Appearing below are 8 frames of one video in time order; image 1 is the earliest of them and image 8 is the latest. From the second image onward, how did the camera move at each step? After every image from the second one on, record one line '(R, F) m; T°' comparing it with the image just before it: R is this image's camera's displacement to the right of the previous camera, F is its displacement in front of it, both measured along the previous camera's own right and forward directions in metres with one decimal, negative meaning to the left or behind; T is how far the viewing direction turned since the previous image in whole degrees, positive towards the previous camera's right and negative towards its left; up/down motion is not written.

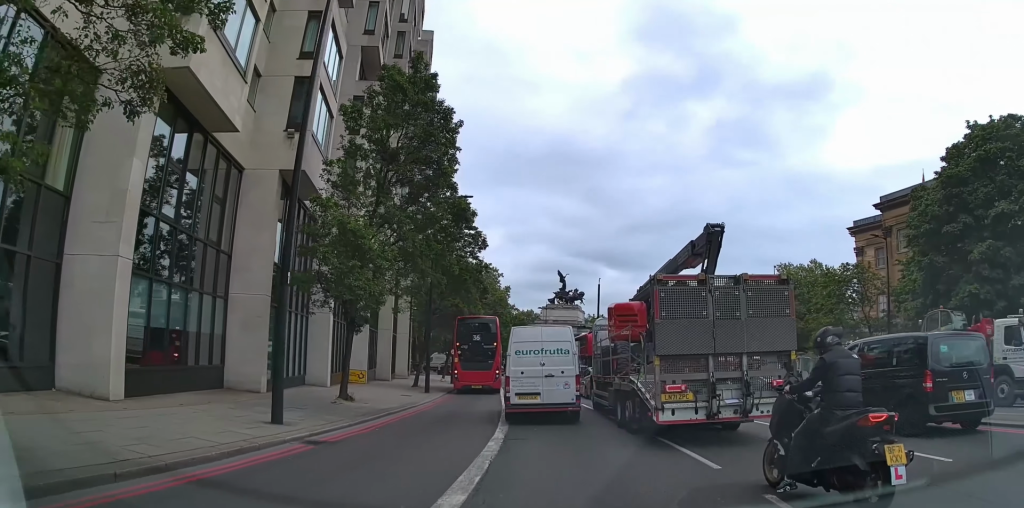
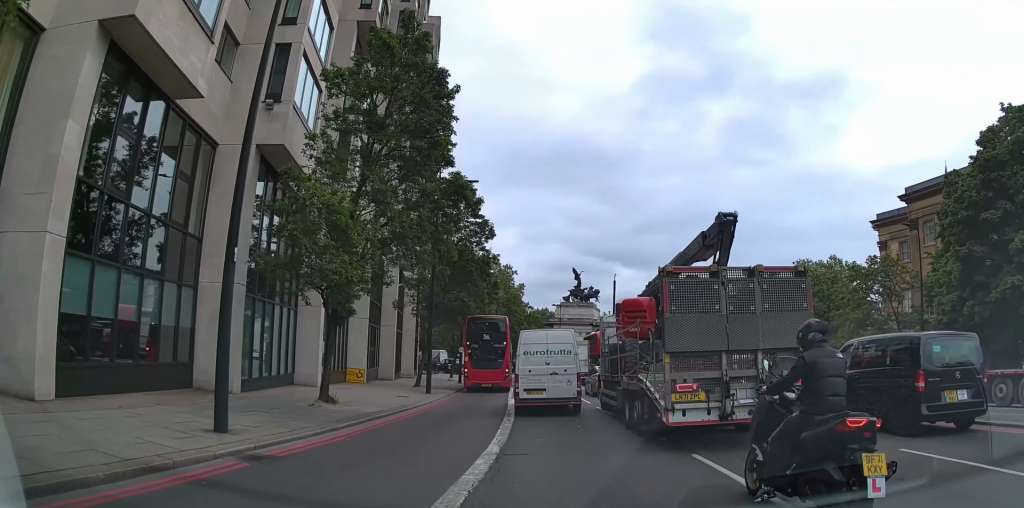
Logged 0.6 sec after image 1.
(-0.1, +2.3) m; -4°
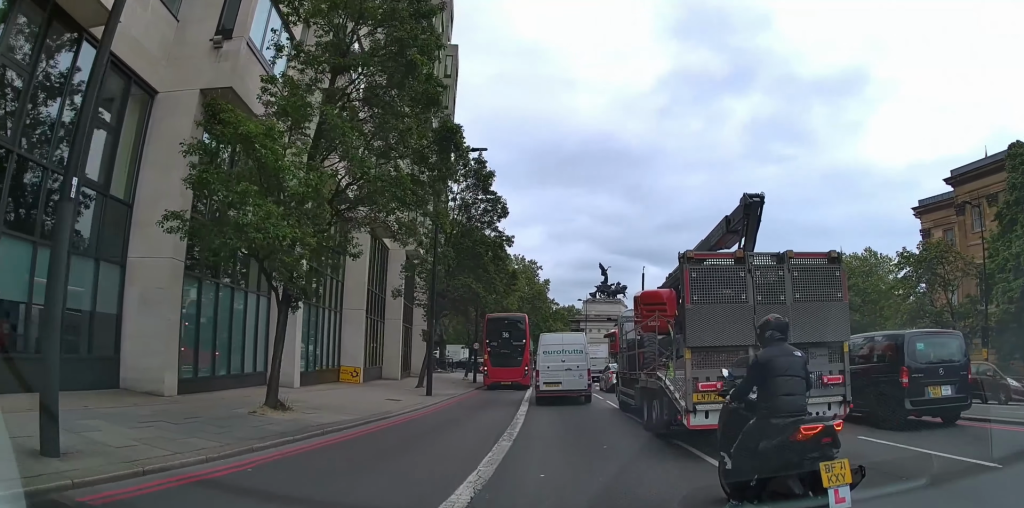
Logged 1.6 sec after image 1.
(-0.2, +4.5) m; -2°
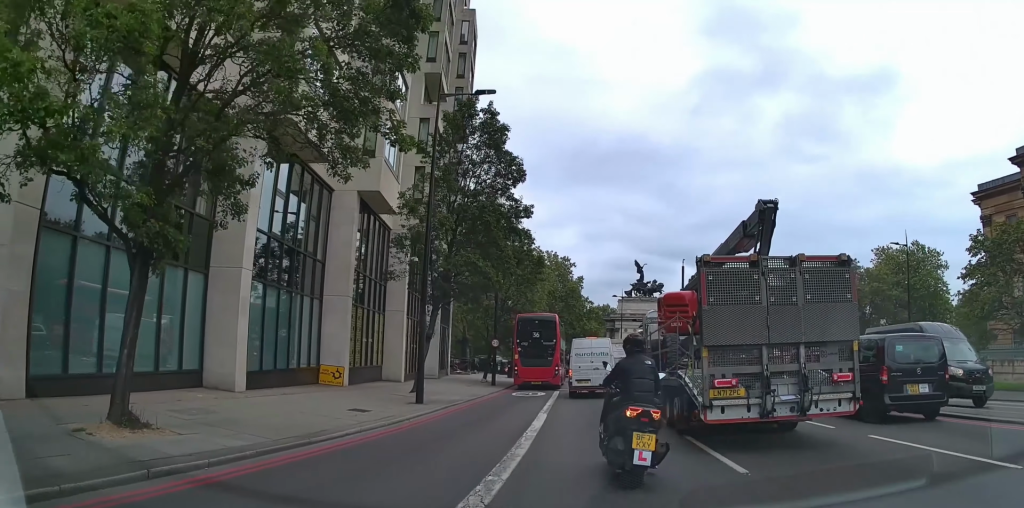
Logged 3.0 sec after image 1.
(0.0, +7.0) m; 0°
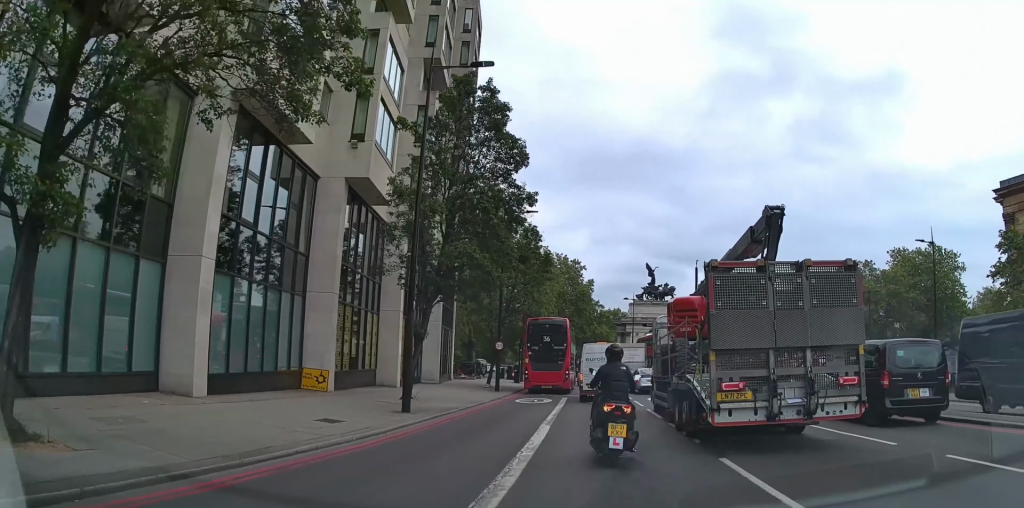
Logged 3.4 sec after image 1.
(-0.1, +2.5) m; 0°
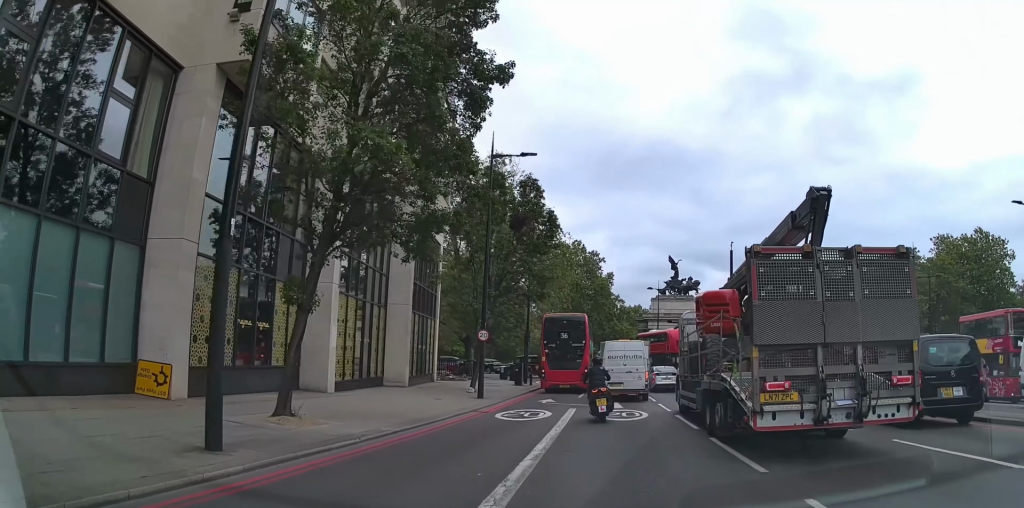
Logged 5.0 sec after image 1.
(+0.3, +7.9) m; +3°
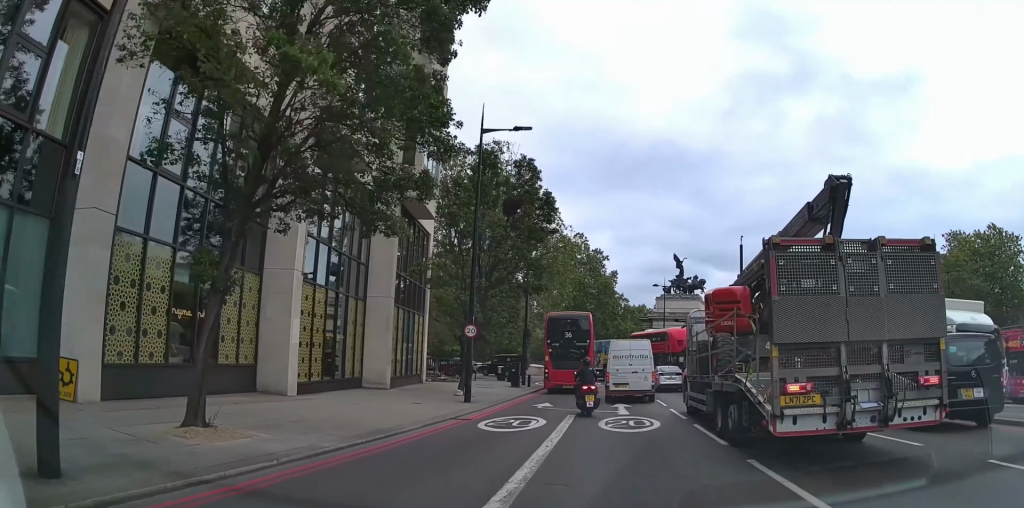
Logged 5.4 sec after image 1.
(0.0, +1.9) m; 0°
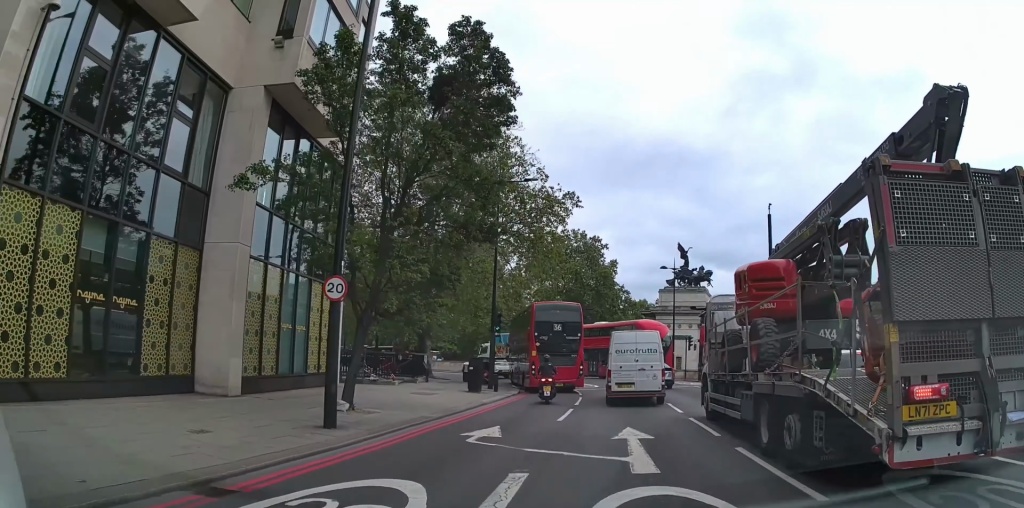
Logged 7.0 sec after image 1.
(0.0, +4.7) m; -2°
